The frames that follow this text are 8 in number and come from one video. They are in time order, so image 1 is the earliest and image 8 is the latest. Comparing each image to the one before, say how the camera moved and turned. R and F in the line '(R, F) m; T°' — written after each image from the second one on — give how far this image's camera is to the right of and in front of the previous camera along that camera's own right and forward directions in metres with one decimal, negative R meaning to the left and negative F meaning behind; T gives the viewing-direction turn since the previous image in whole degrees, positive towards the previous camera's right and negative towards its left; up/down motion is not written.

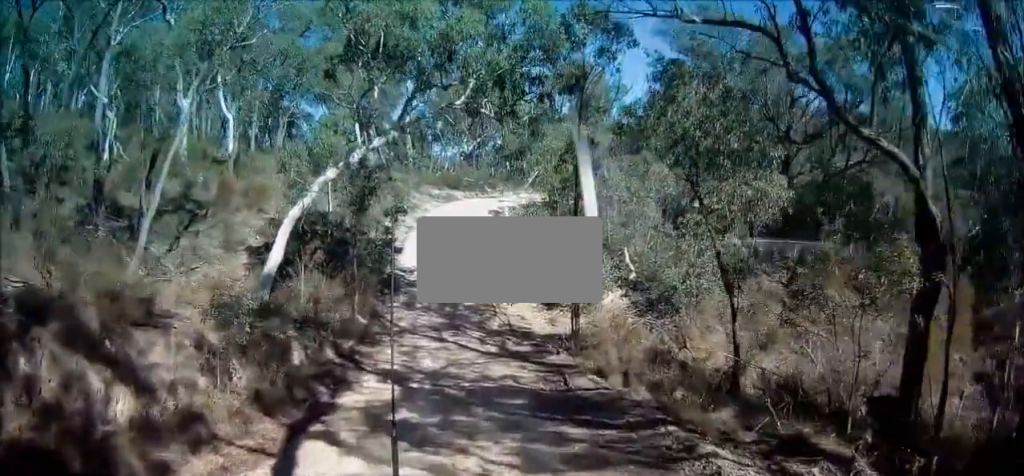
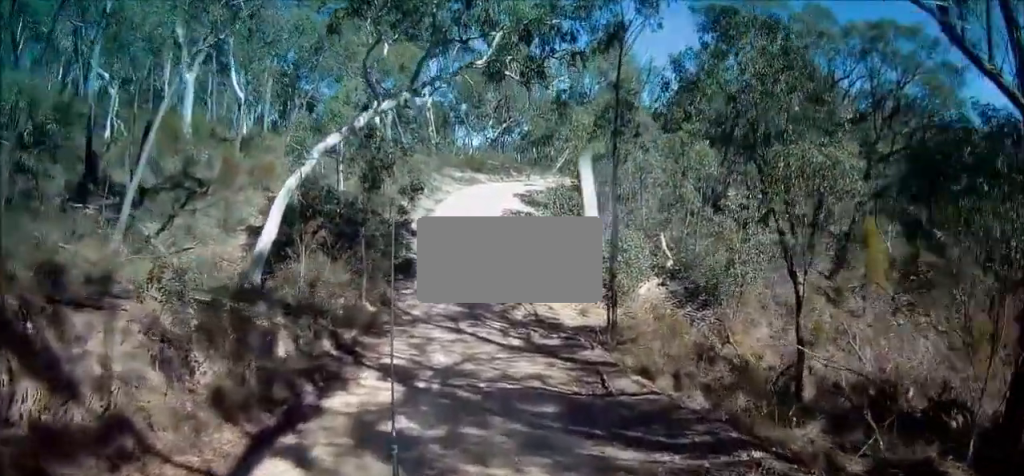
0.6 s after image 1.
(0.0, +2.0) m; 0°
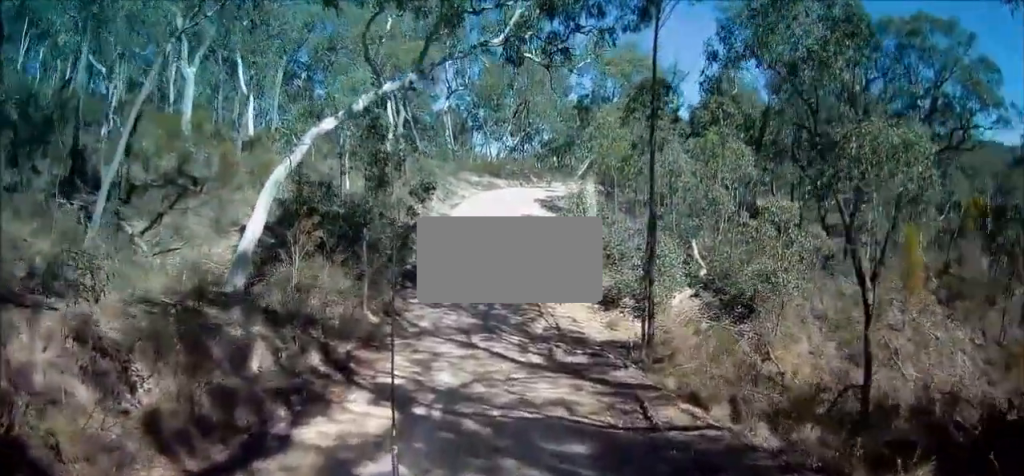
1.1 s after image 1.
(0.0, +1.8) m; 0°
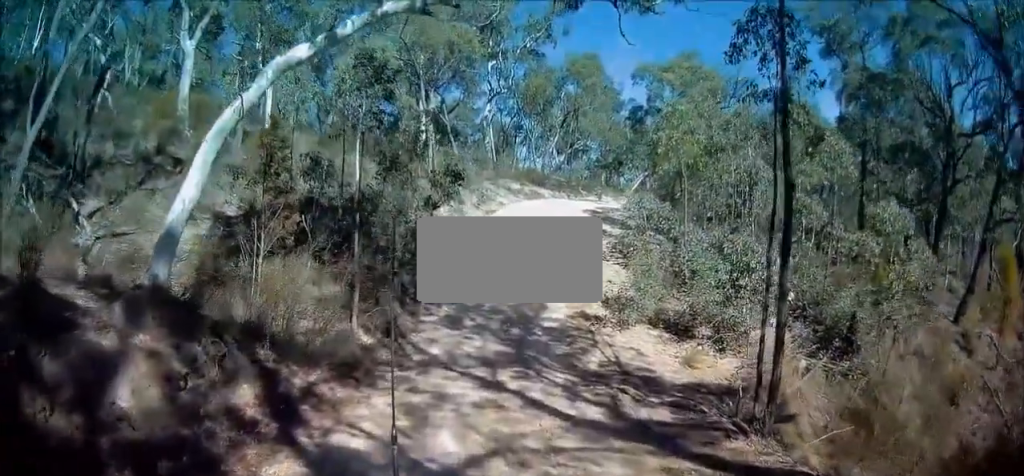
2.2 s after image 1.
(0.0, +4.2) m; -5°
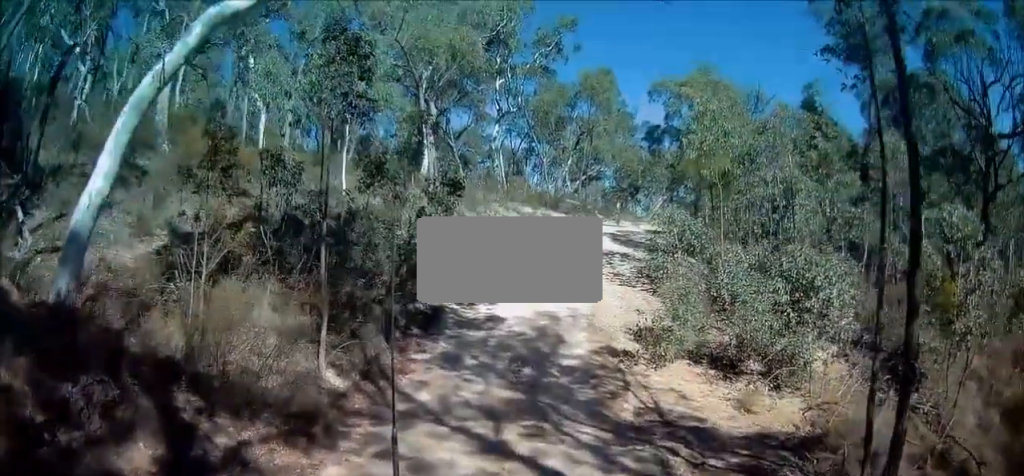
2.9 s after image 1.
(0.0, +2.5) m; -5°
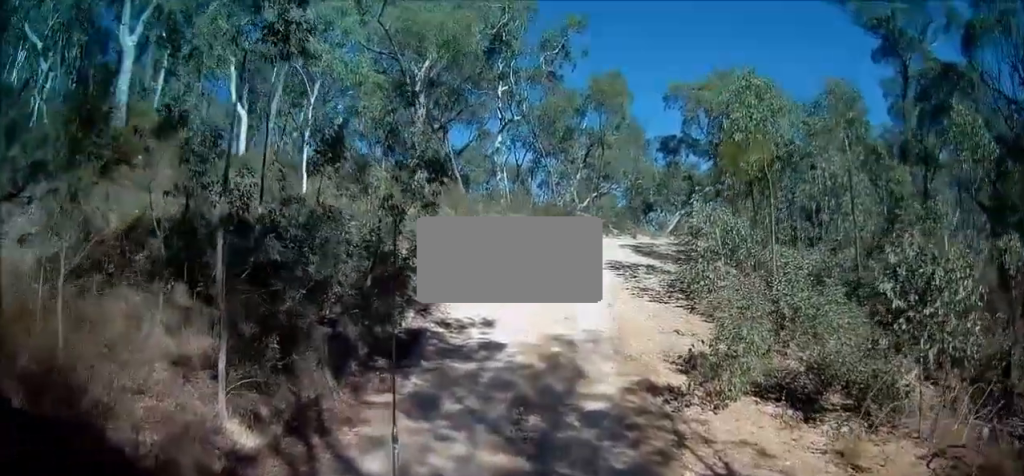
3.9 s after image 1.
(-0.4, +3.4) m; -1°
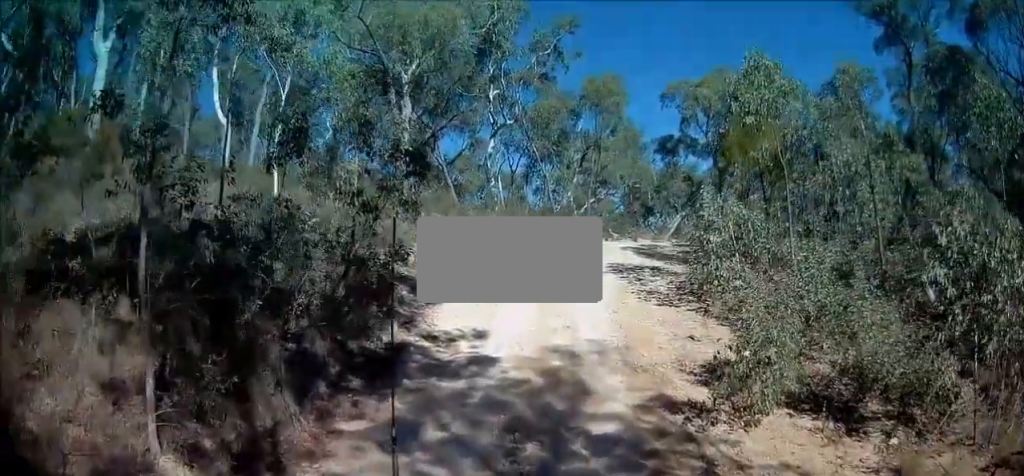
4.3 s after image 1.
(+0.2, +1.3) m; 0°
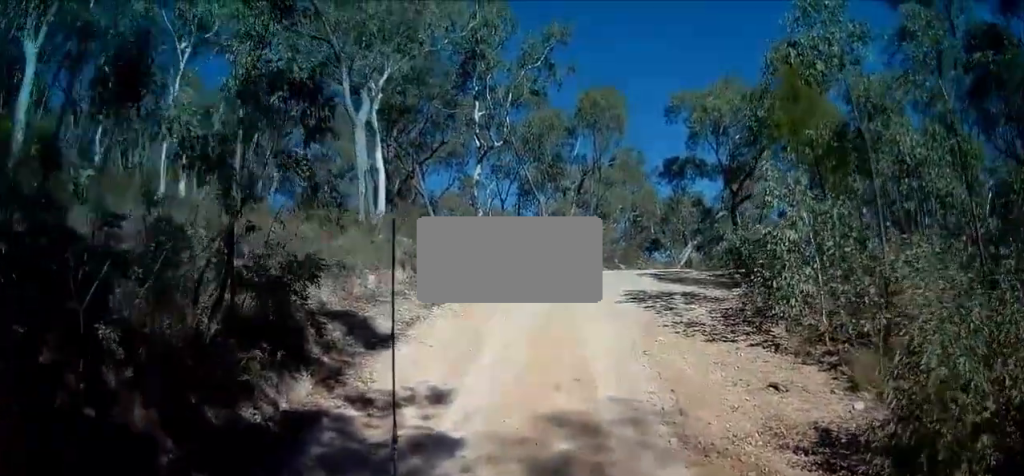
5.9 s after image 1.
(-0.3, +4.5) m; +4°
